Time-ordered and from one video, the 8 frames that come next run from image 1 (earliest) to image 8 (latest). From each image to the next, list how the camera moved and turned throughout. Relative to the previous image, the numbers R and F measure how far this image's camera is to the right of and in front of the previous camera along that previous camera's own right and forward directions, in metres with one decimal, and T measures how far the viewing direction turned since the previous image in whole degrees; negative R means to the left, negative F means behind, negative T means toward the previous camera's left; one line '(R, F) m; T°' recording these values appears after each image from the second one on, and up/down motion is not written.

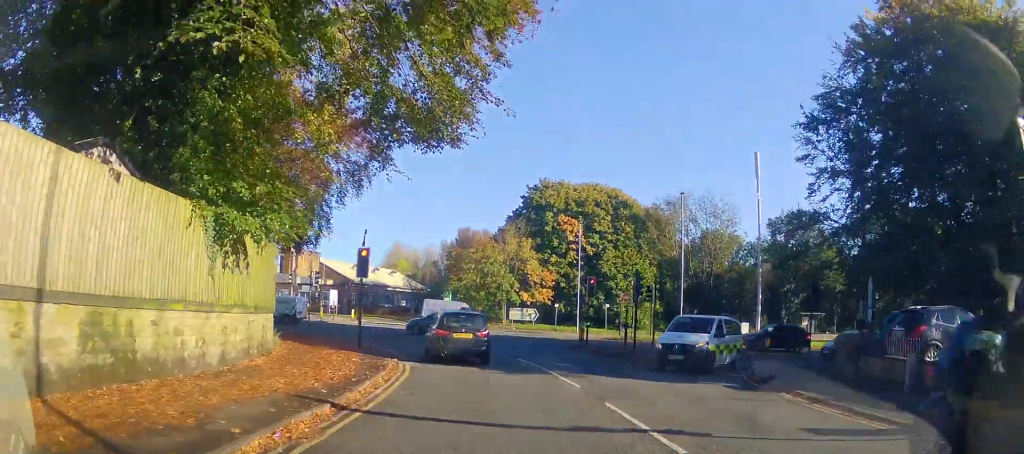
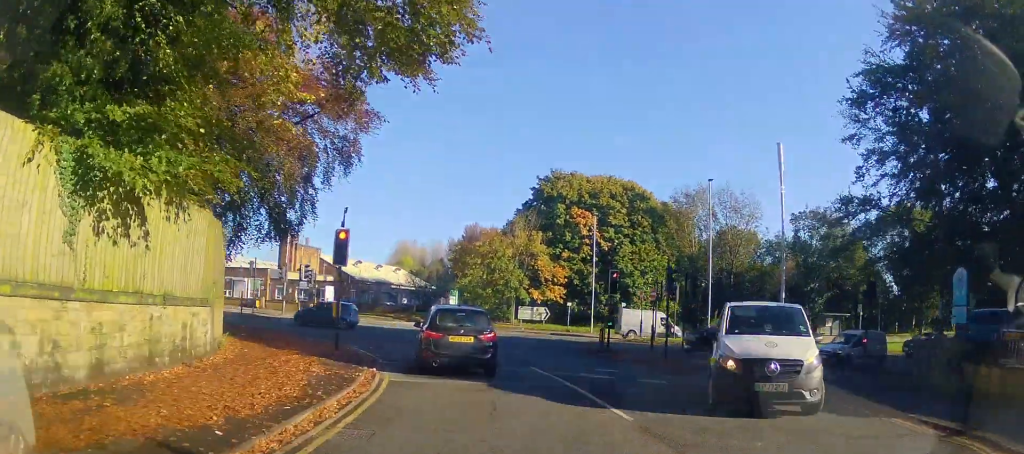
(-0.2, +4.4) m; -3°
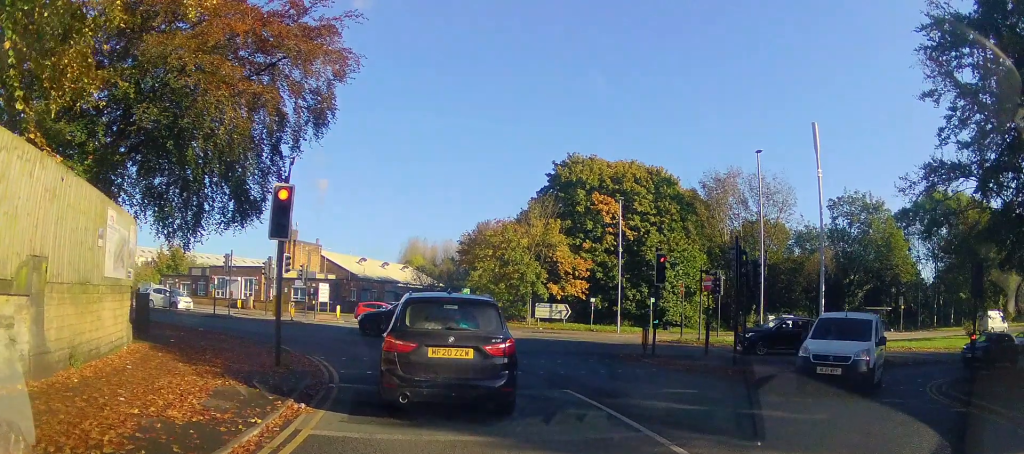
(-0.1, +7.3) m; 0°
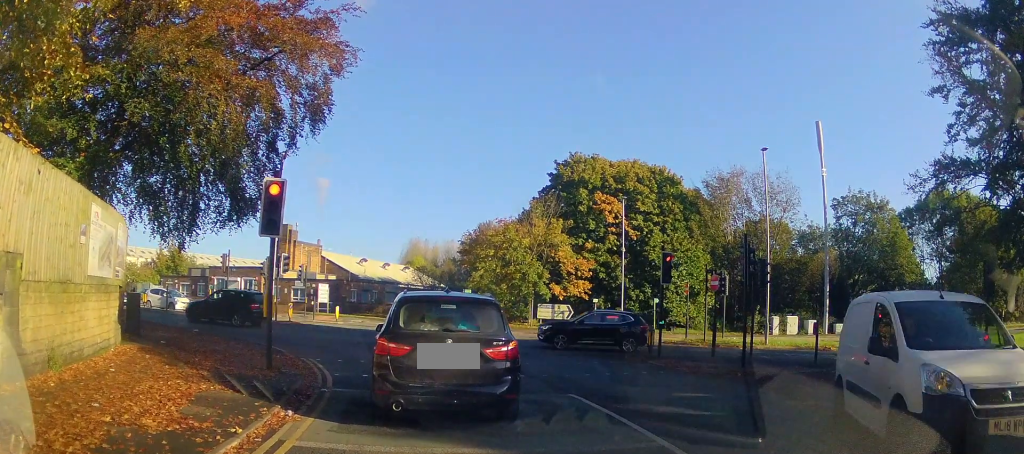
(+0.4, +0.9) m; 0°
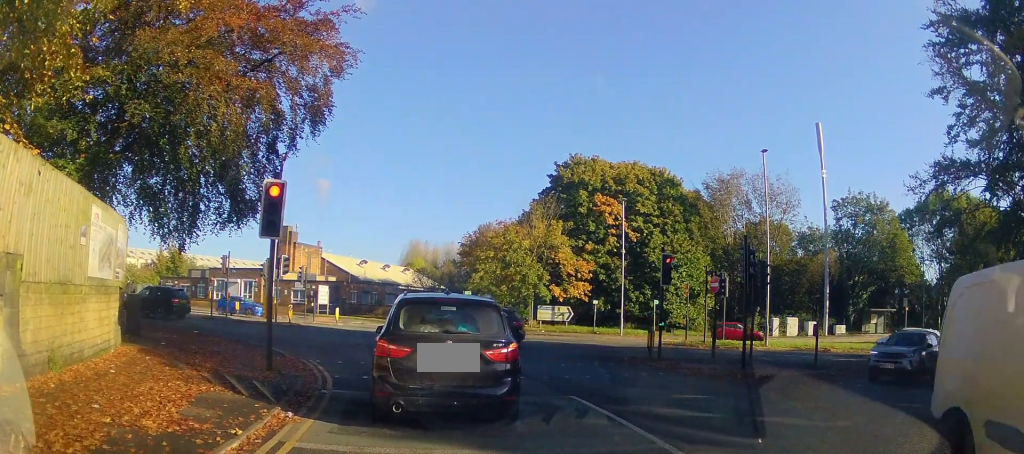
(+0.2, +0.1) m; 0°
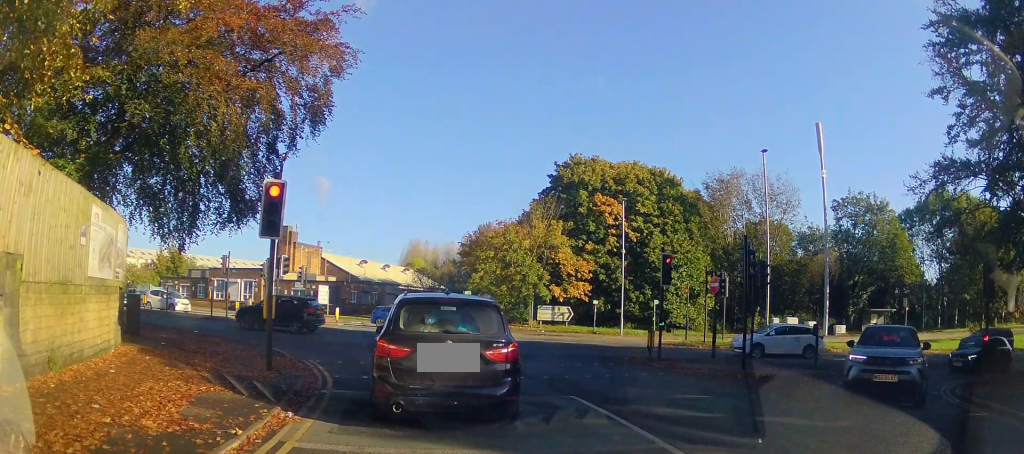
(0.0, 0.0) m; 0°
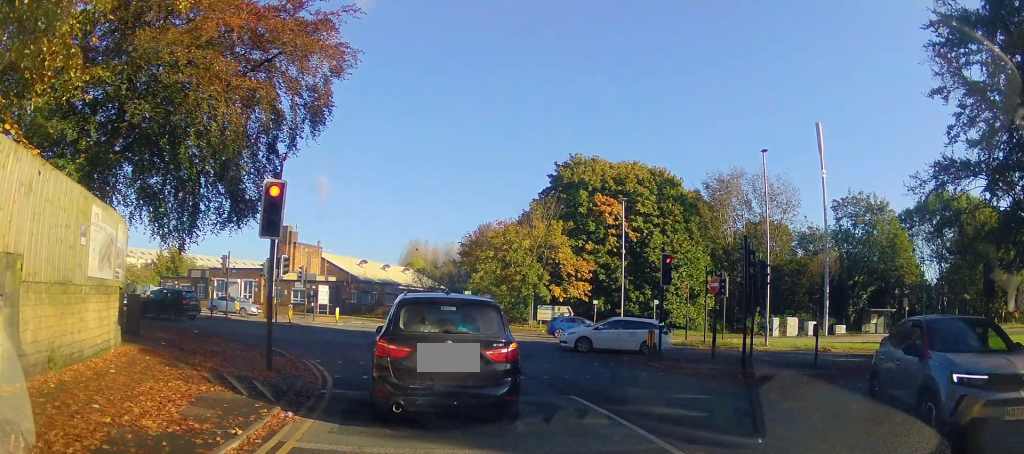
(0.0, 0.0) m; 0°
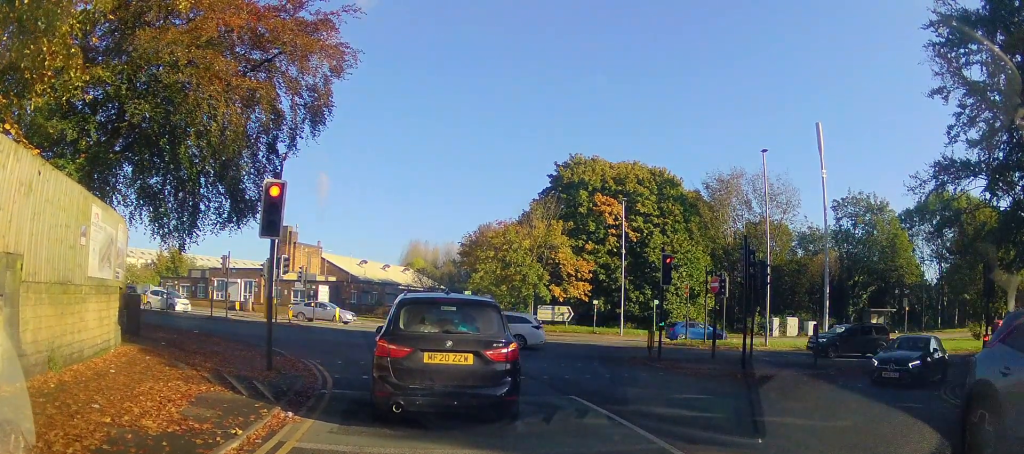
(0.0, 0.0) m; 0°
